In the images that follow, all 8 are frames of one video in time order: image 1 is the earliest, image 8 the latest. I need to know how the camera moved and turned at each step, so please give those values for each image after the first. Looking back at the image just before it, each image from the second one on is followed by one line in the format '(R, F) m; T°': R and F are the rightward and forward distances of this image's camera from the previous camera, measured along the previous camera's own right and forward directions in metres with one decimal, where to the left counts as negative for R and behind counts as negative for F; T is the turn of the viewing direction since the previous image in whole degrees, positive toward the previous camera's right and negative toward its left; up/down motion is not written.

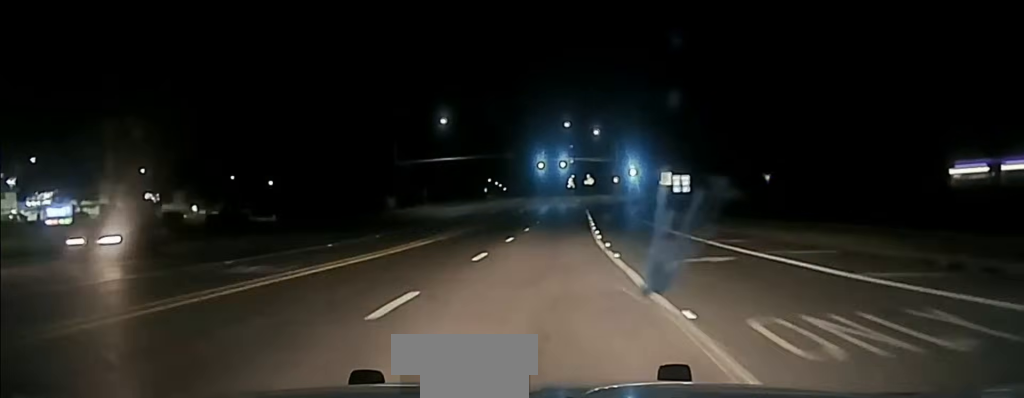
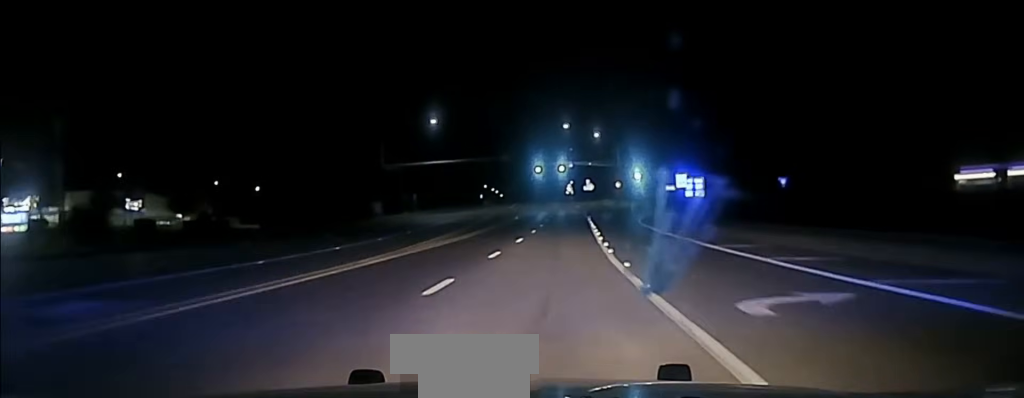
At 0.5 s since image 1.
(0.0, +8.9) m; +1°
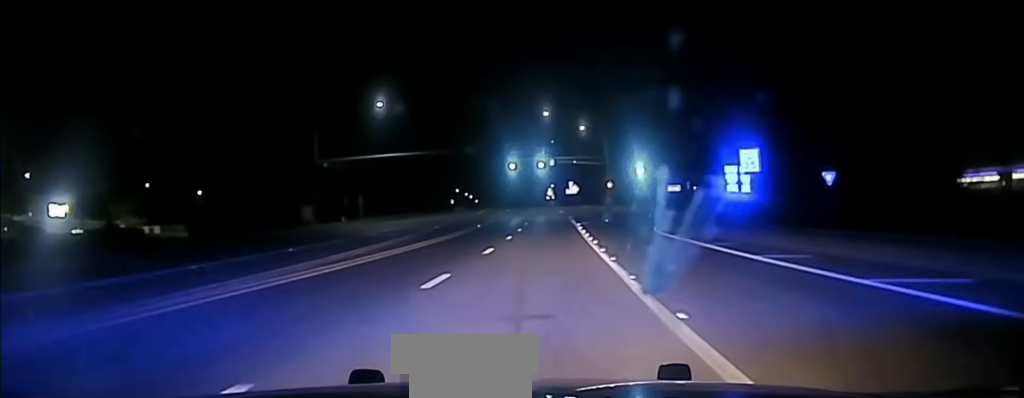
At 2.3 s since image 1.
(+0.8, +25.4) m; +3°
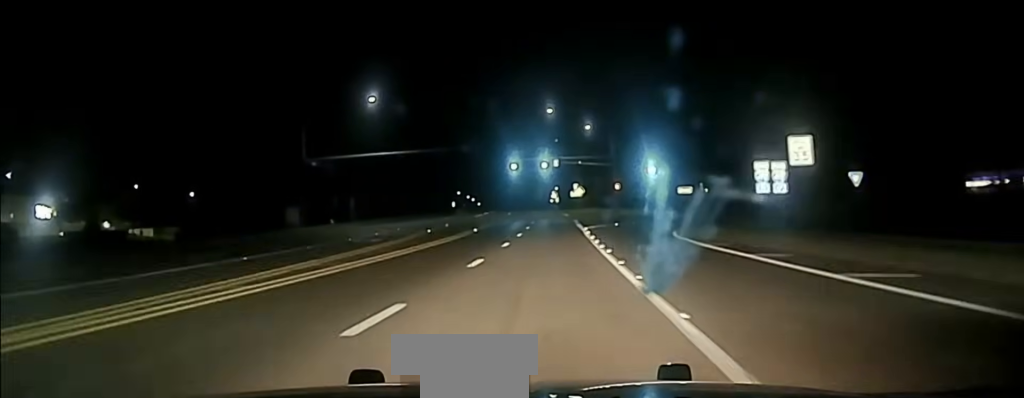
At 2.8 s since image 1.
(+0.1, +6.6) m; -2°
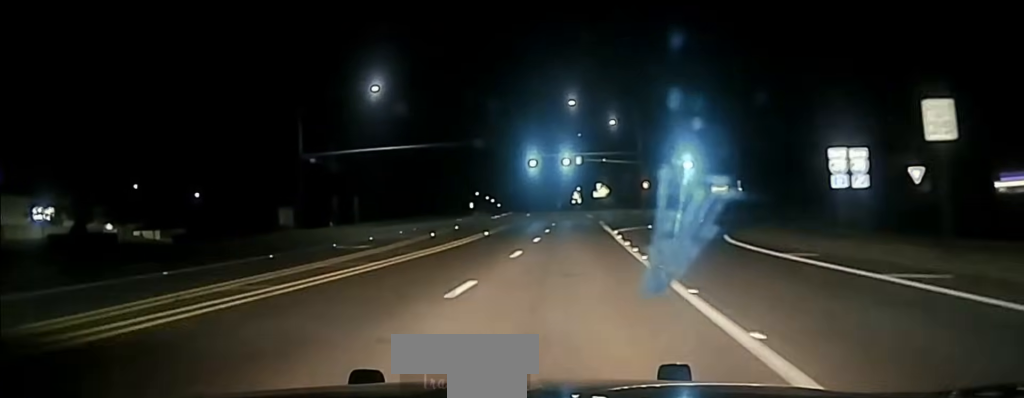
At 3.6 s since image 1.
(-0.3, +10.3) m; -3°
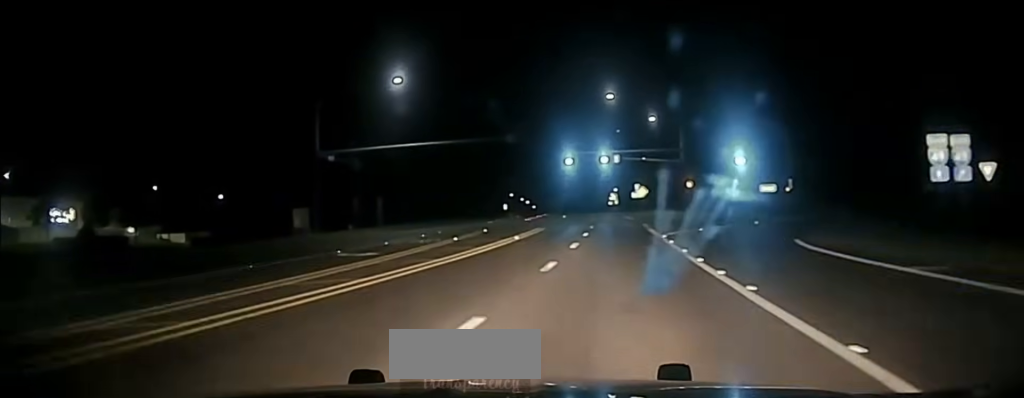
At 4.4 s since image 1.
(-0.3, +8.0) m; -2°
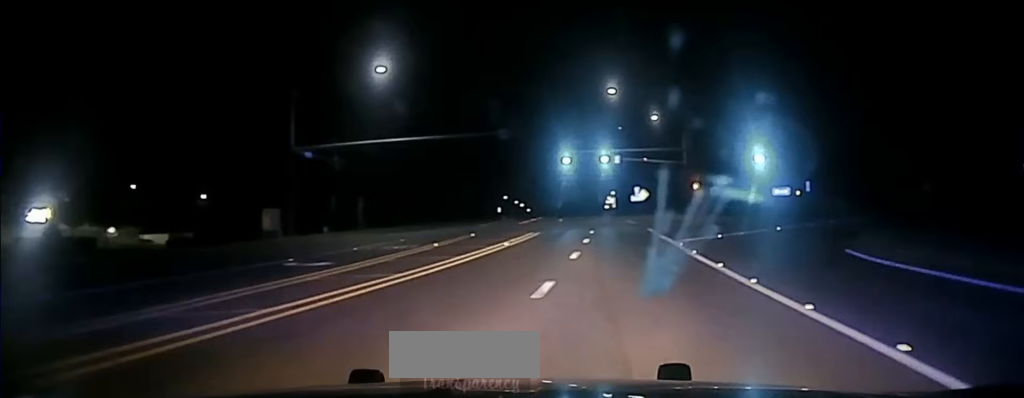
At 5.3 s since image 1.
(0.0, +7.0) m; +1°
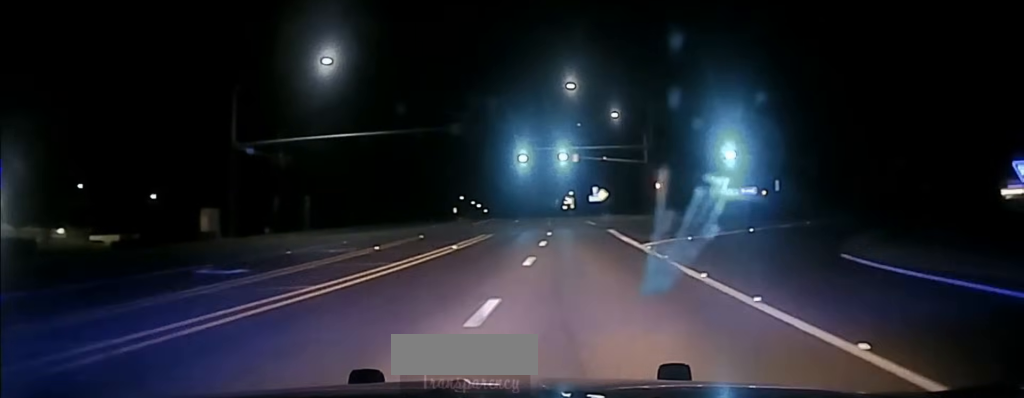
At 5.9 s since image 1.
(+0.1, +3.7) m; +1°
